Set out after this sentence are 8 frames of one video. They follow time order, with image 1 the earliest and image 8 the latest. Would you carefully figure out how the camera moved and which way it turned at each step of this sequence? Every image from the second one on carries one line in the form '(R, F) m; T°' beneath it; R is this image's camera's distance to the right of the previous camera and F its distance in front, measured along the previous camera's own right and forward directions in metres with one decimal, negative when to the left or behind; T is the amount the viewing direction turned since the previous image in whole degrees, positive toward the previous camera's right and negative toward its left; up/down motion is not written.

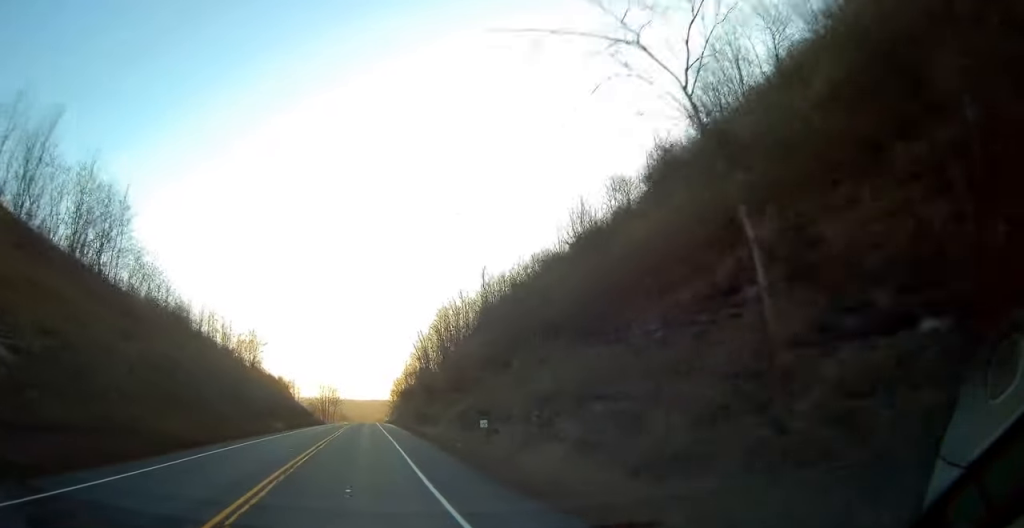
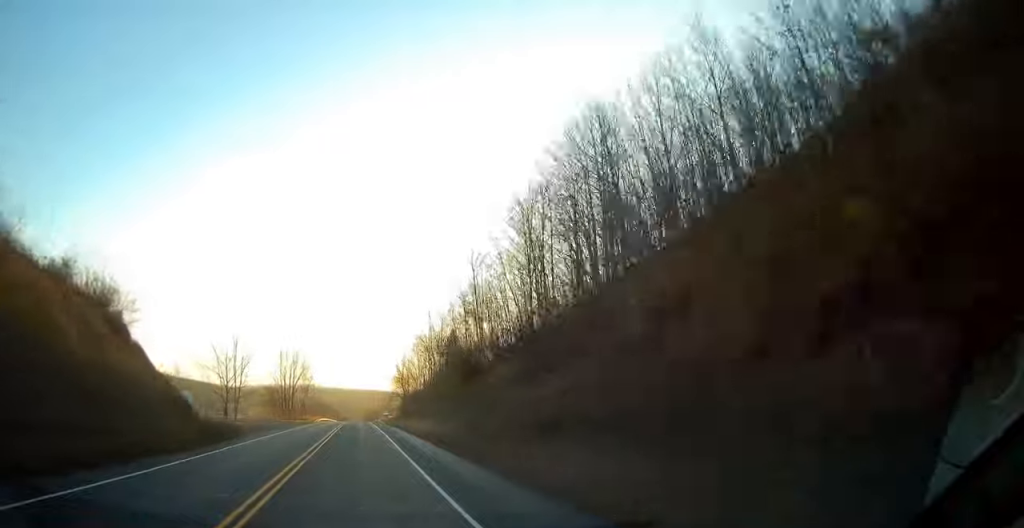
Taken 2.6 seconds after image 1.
(+1.1, +65.0) m; +2°
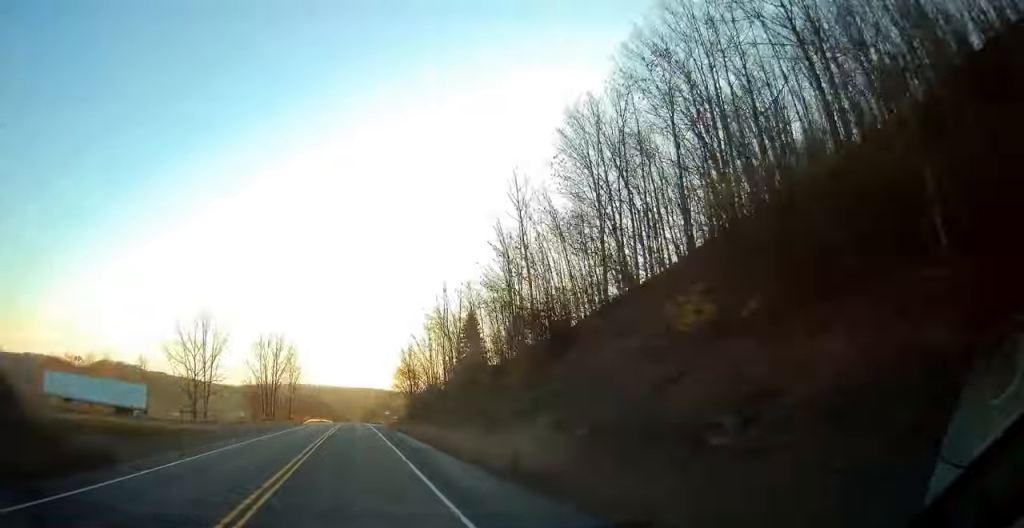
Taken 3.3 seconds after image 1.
(0.0, +17.6) m; 0°
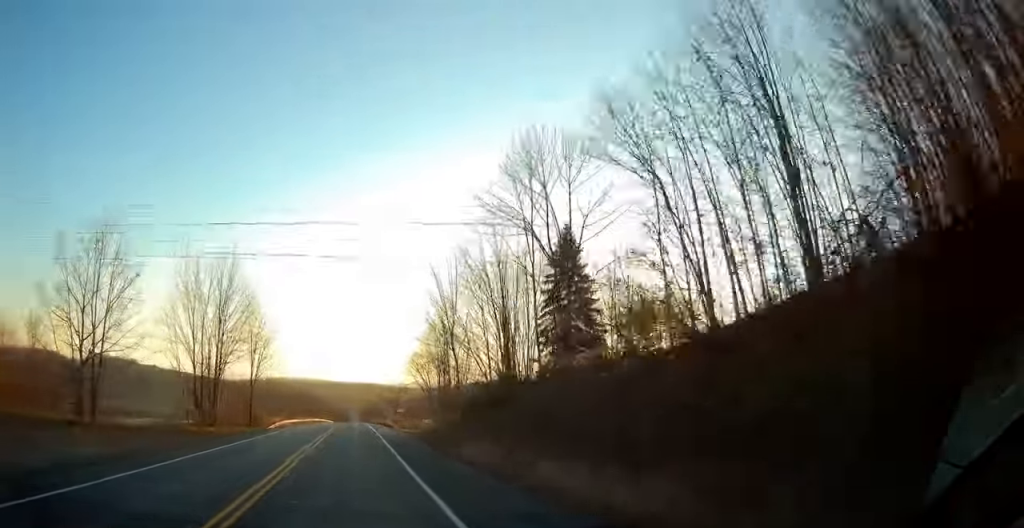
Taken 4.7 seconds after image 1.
(-0.2, +34.4) m; +1°
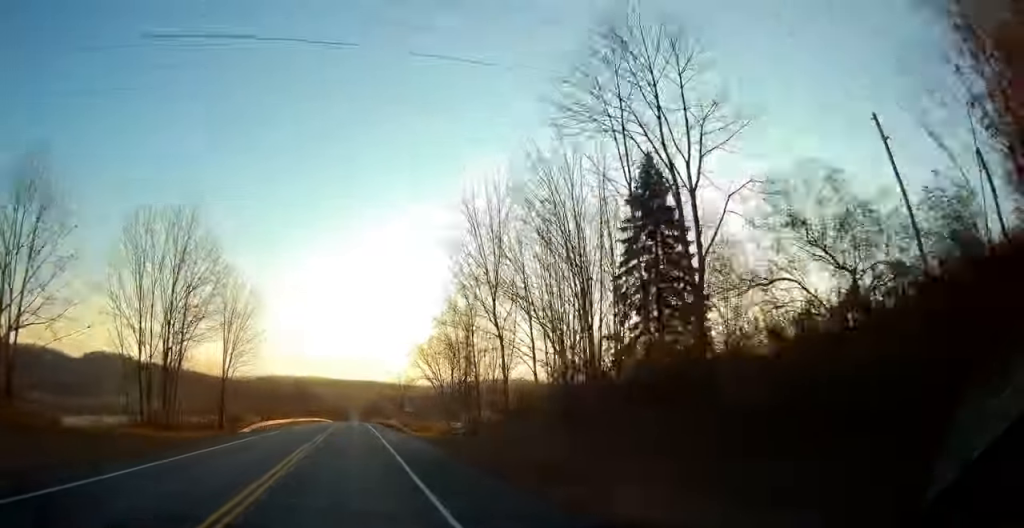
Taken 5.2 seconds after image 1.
(+0.2, +12.6) m; +1°
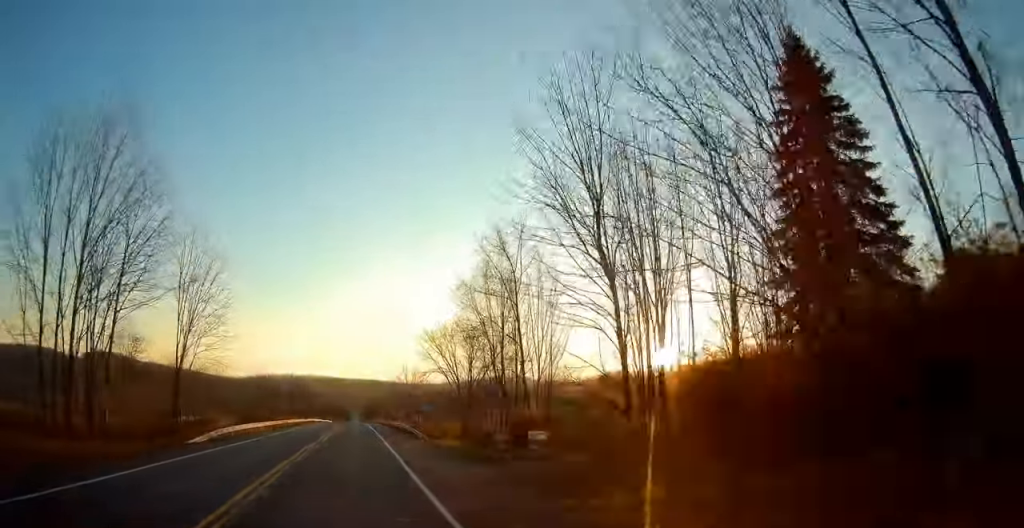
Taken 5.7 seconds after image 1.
(+0.1, +12.6) m; 0°
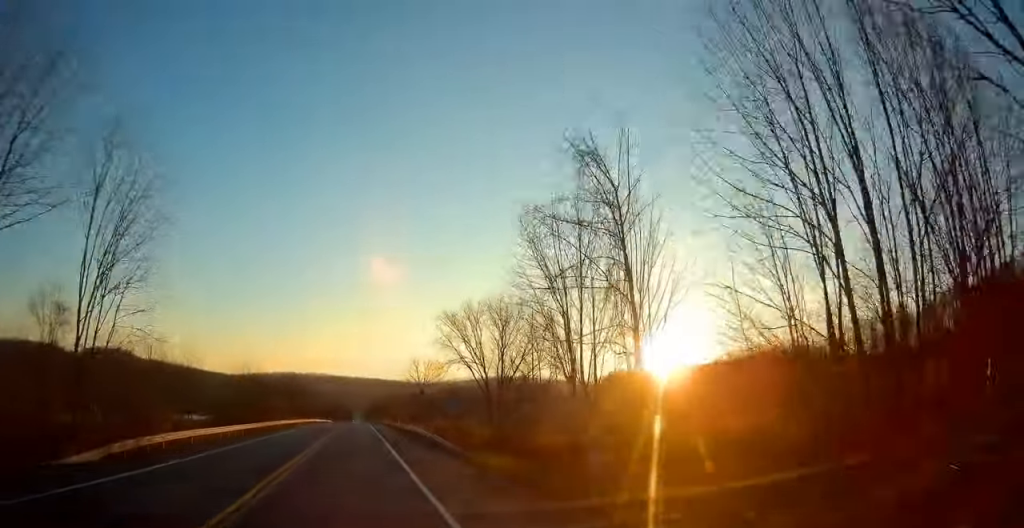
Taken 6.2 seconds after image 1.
(0.0, +13.5) m; -1°
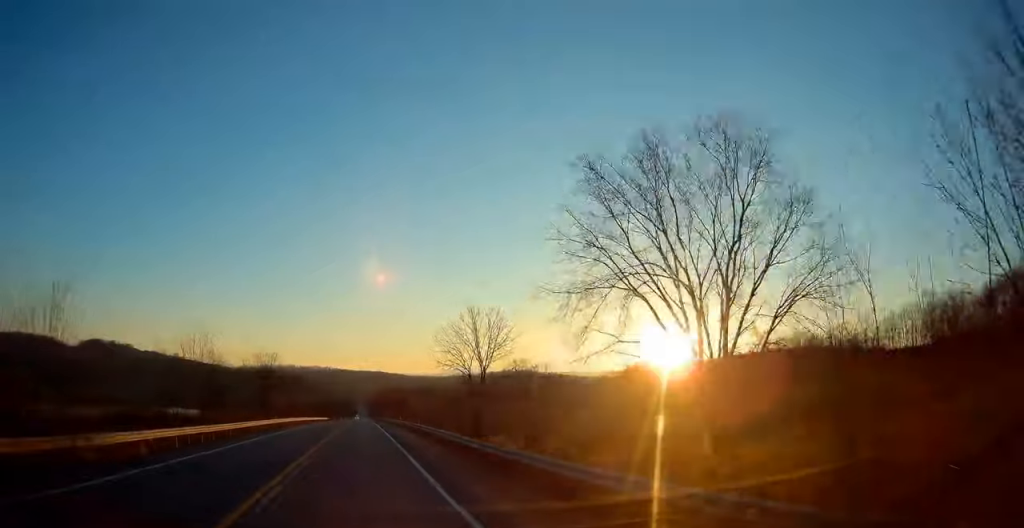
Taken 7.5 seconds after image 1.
(-0.5, +33.8) m; 0°
